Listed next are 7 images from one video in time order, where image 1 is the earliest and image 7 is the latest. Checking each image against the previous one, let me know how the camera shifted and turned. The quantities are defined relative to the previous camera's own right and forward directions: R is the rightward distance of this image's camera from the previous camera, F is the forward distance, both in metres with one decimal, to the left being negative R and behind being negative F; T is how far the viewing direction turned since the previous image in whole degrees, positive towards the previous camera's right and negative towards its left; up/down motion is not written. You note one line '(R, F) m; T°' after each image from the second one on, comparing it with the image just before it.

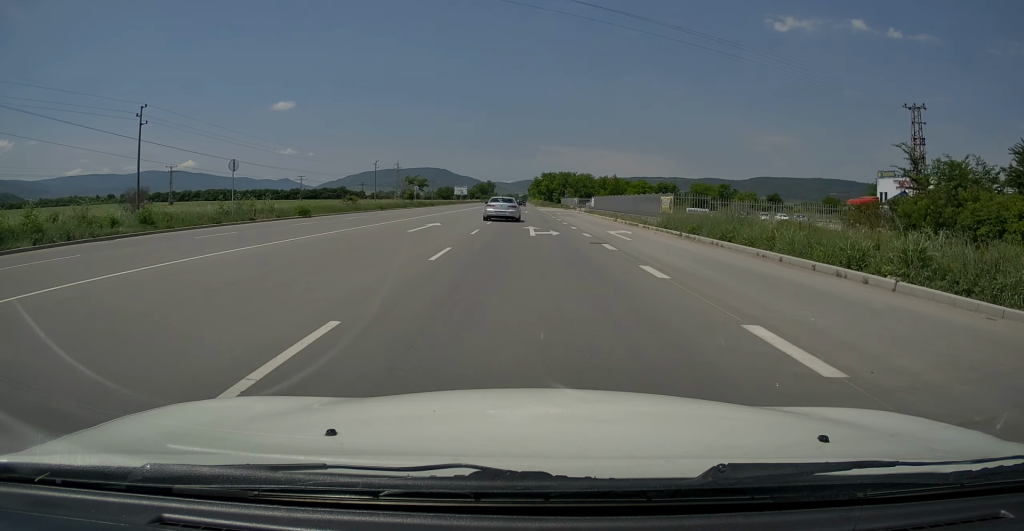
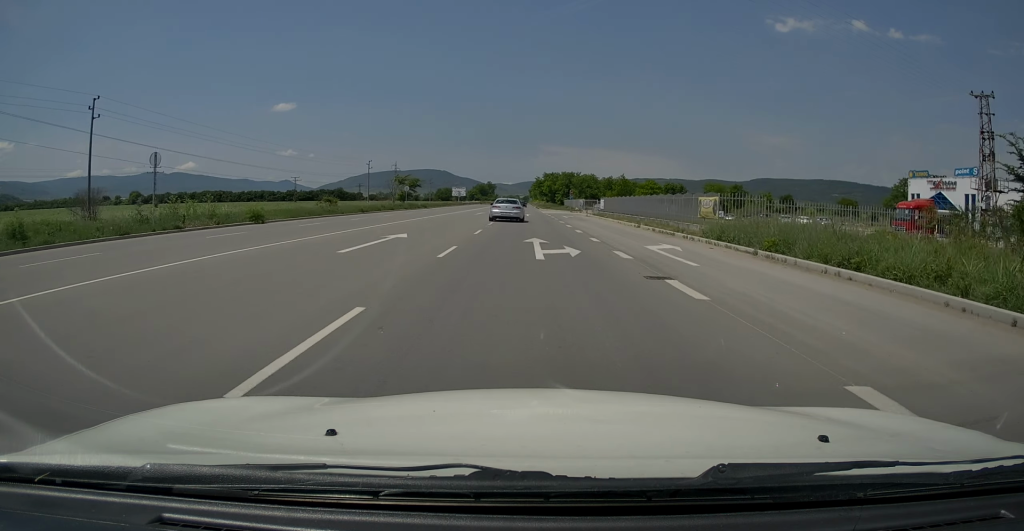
(0.0, +8.0) m; 0°
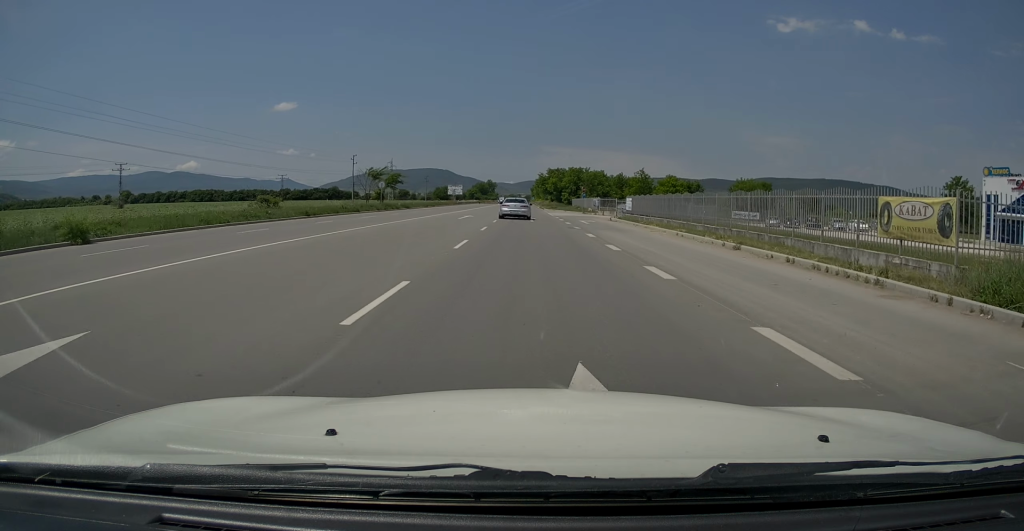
(0.0, +15.5) m; 0°
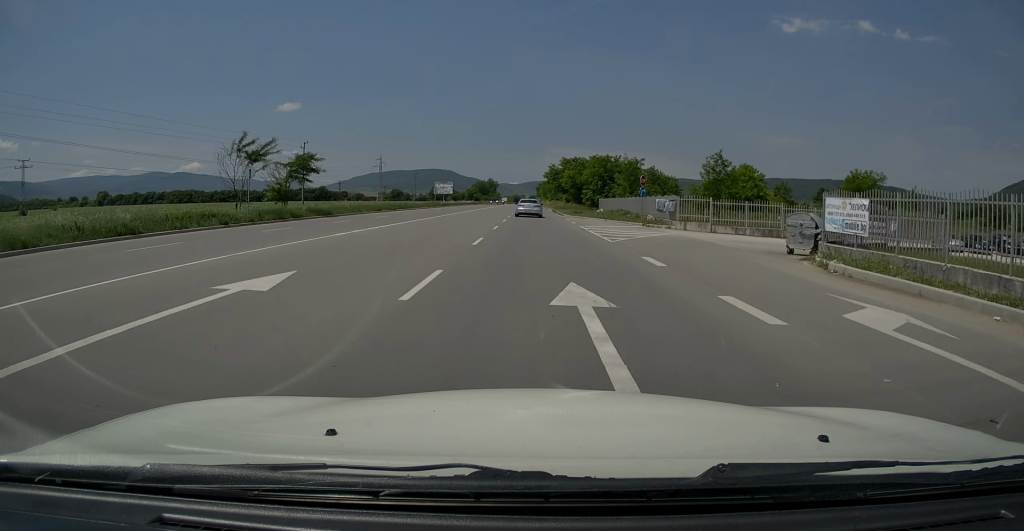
(-0.7, +33.7) m; -1°
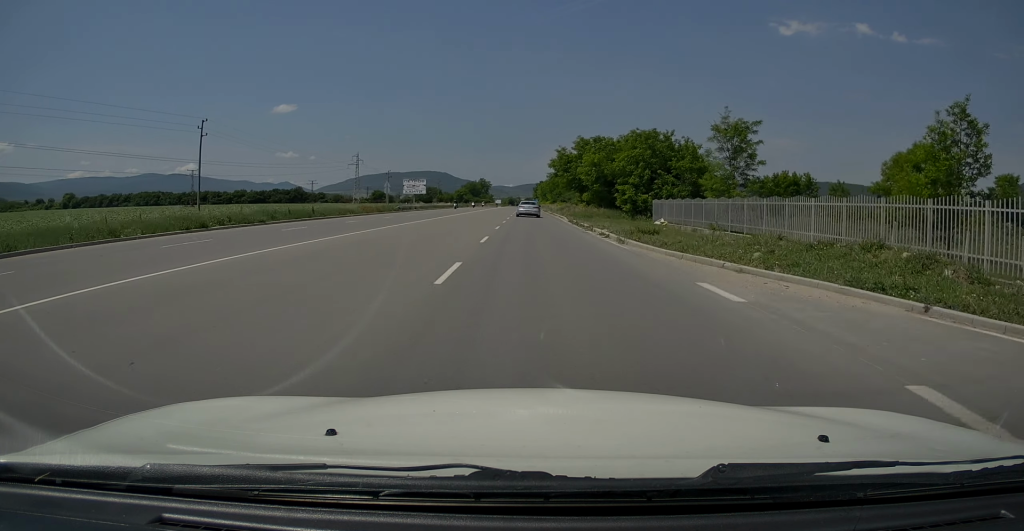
(+0.4, +33.9) m; +1°
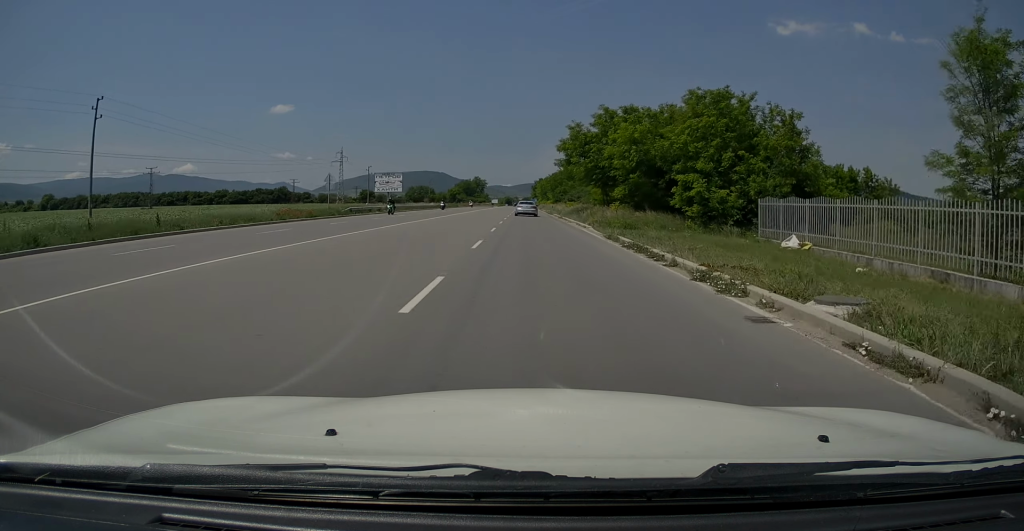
(+0.2, +19.7) m; 0°
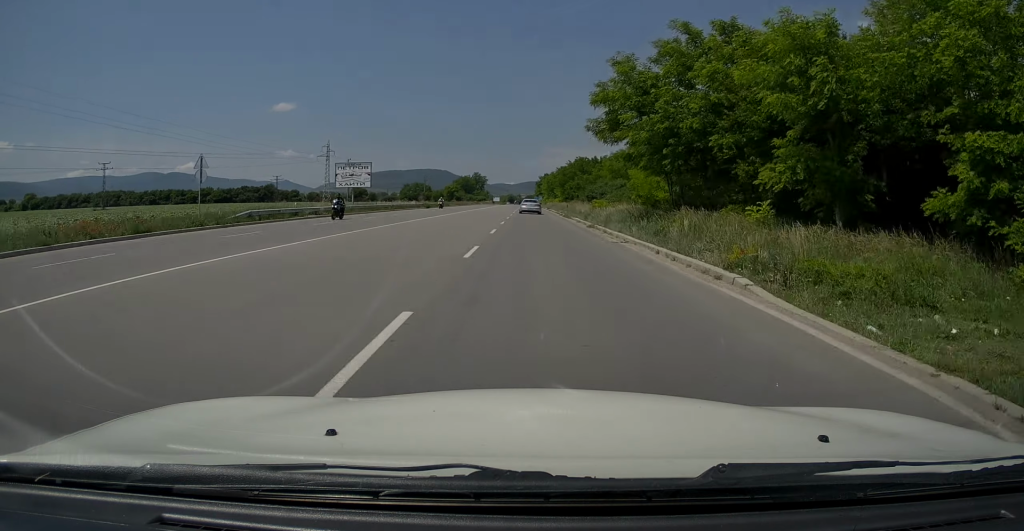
(-0.3, +20.5) m; 0°
